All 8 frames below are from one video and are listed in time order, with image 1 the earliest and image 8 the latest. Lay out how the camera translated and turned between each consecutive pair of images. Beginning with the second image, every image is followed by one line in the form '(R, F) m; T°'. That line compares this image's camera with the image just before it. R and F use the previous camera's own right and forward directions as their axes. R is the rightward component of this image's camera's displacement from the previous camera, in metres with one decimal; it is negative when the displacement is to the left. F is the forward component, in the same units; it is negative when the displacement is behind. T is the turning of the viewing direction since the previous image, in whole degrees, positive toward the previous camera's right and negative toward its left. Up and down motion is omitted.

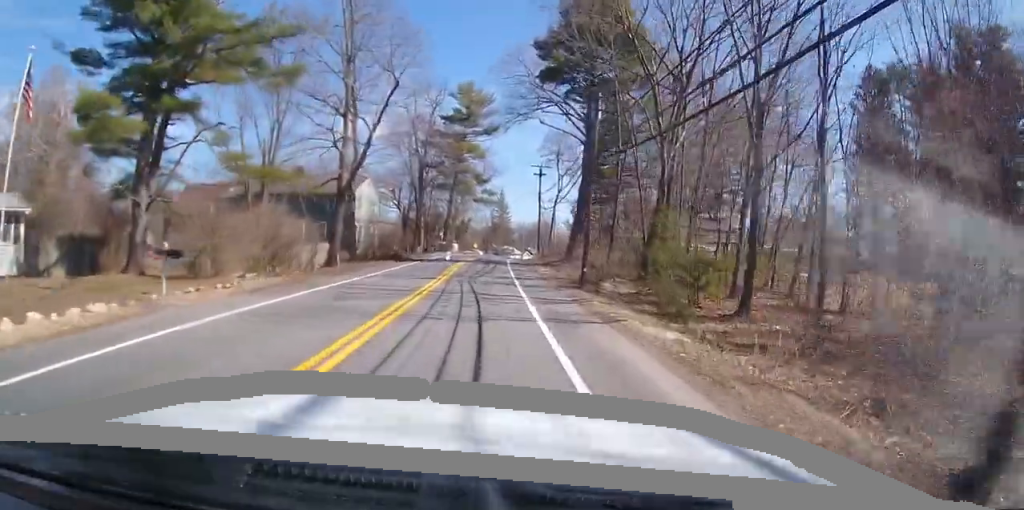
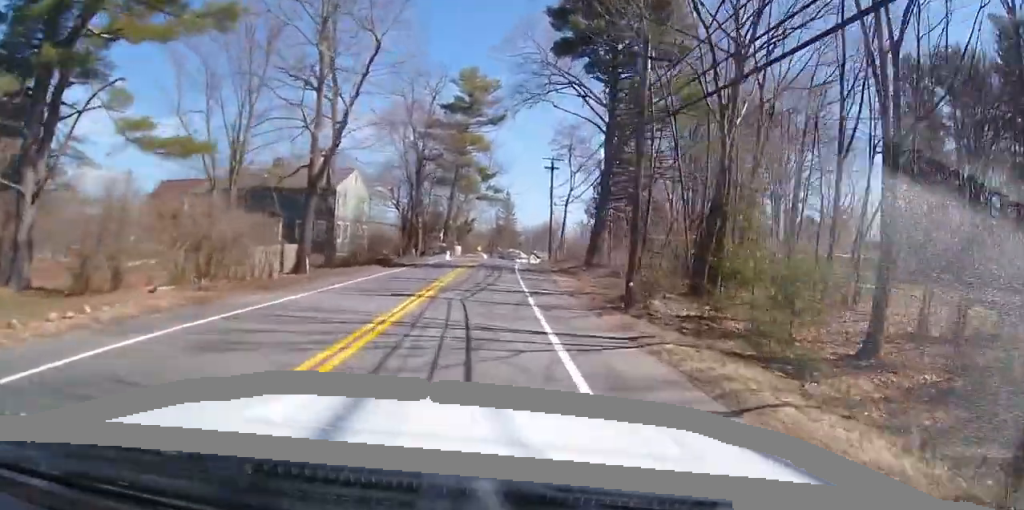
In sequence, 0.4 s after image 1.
(+0.2, +7.6) m; 0°
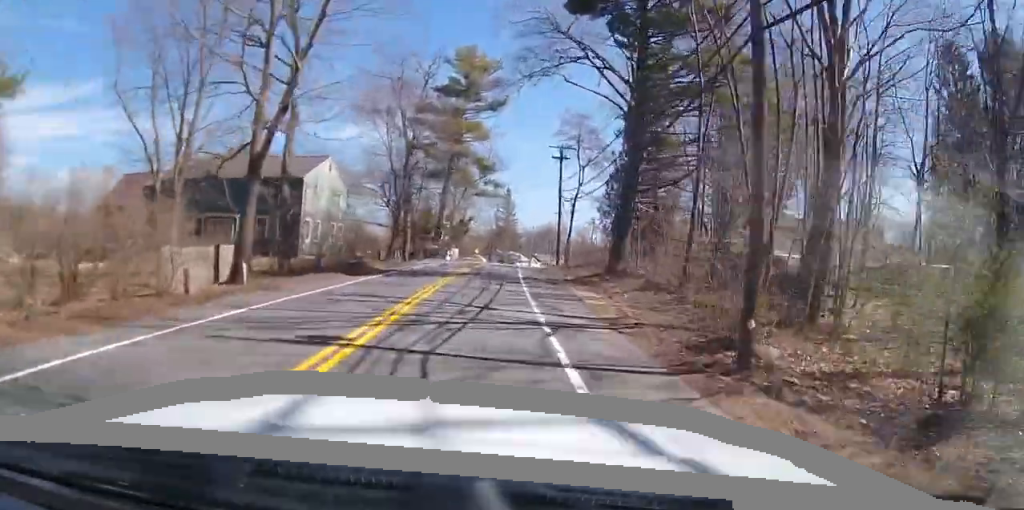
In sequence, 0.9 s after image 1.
(+0.1, +8.2) m; 0°
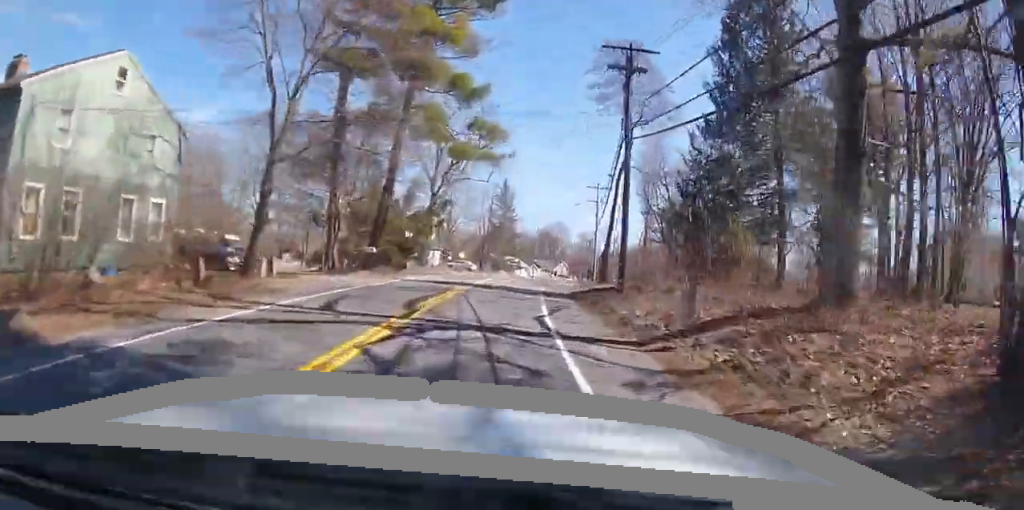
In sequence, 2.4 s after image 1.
(-0.6, +26.4) m; 0°
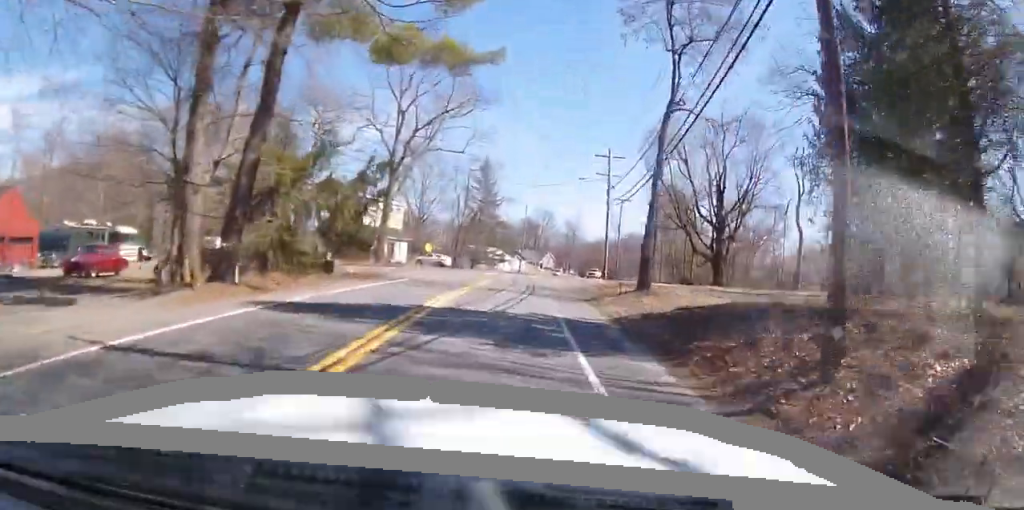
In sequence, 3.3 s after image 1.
(+0.3, +15.8) m; +1°
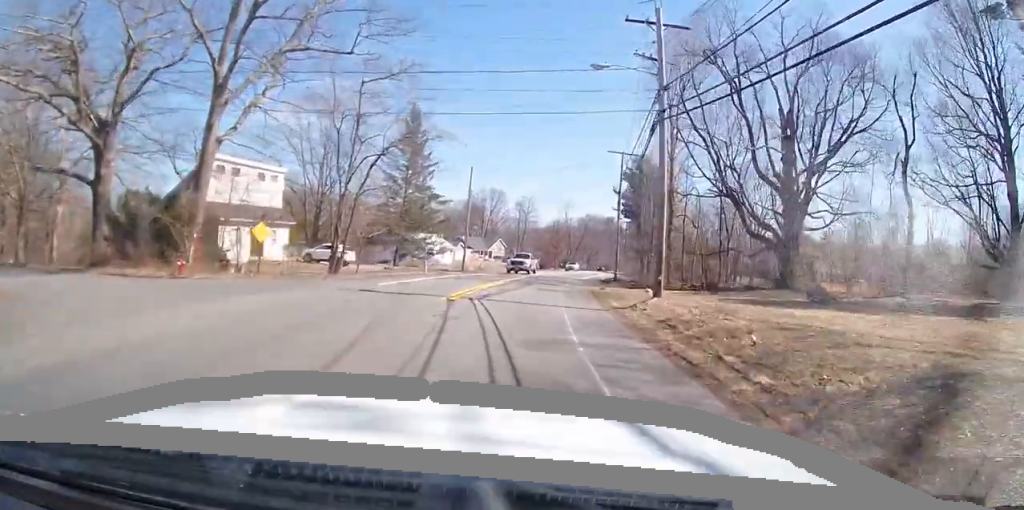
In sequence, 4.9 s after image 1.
(+0.2, +27.1) m; -1°
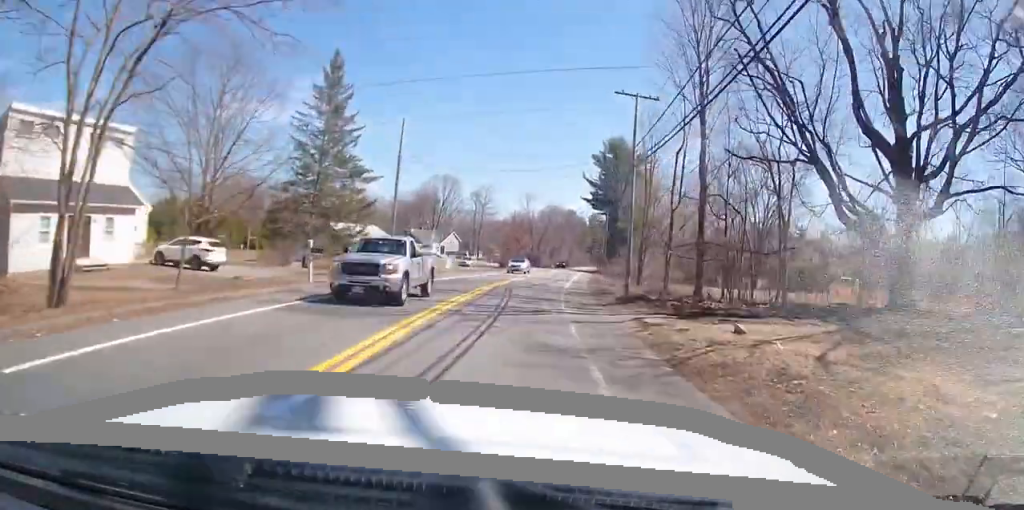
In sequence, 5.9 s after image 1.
(-0.3, +16.7) m; +3°
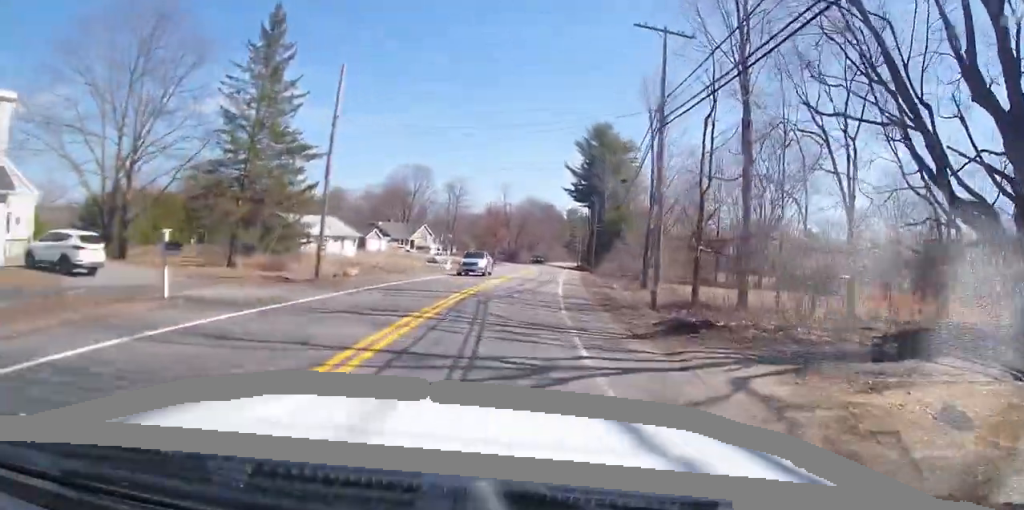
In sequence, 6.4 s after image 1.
(+0.4, +8.7) m; +4°
